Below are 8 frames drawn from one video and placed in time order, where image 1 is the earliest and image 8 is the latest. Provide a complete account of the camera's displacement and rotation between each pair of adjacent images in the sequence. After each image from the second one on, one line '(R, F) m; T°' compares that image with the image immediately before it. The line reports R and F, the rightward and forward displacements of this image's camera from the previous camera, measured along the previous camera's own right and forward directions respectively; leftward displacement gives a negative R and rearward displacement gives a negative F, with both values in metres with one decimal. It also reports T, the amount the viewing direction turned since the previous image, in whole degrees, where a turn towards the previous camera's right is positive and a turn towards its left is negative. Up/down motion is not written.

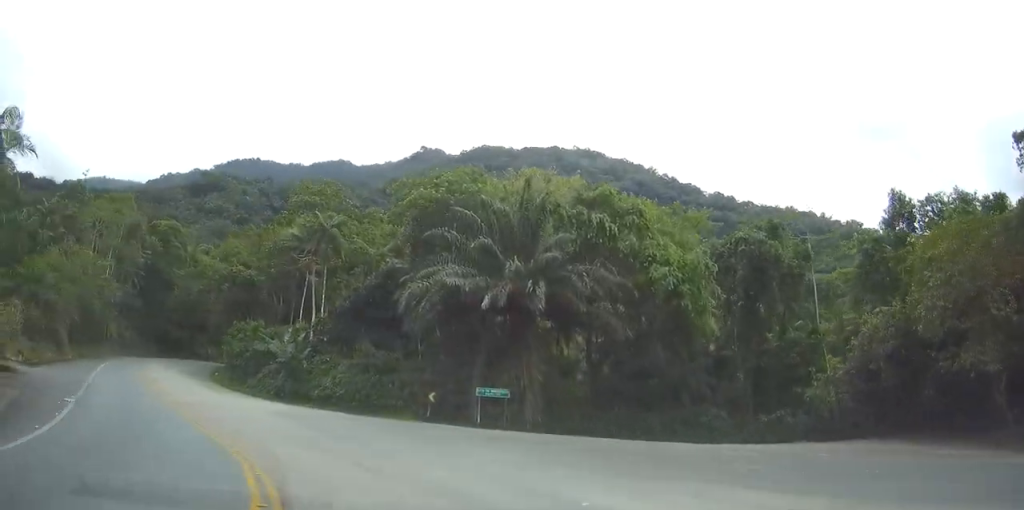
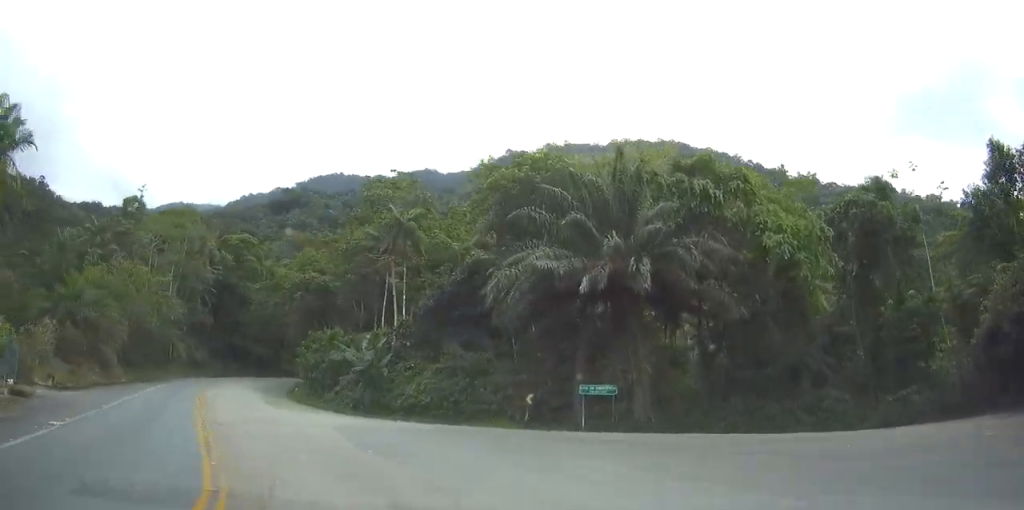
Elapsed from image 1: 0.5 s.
(-0.8, +4.6) m; -9°
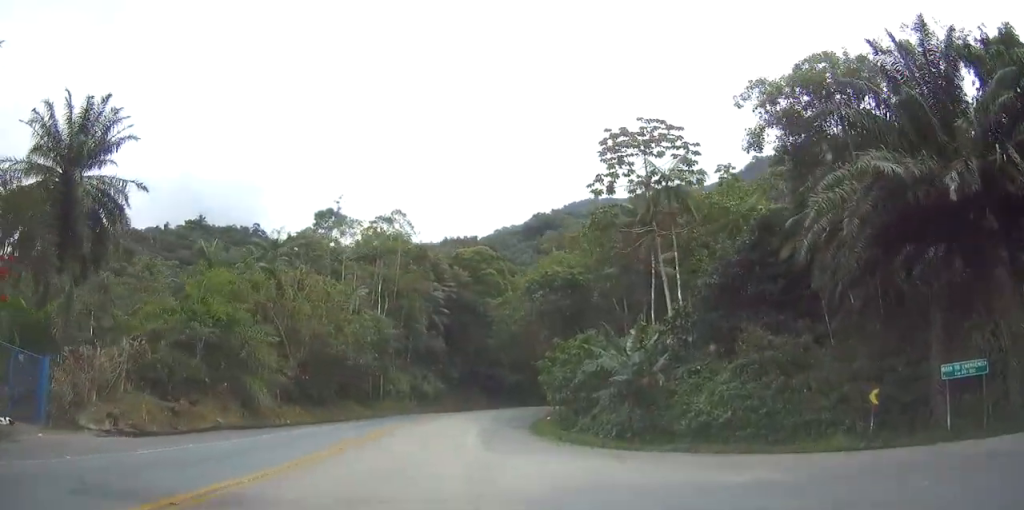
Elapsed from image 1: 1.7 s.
(-3.0, +13.0) m; -15°
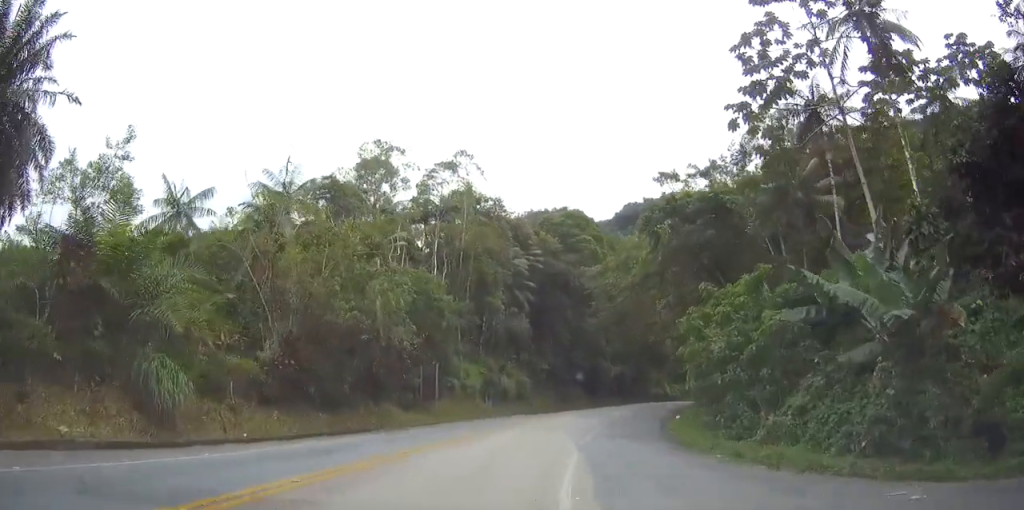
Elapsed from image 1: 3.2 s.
(-0.2, +16.1) m; +4°
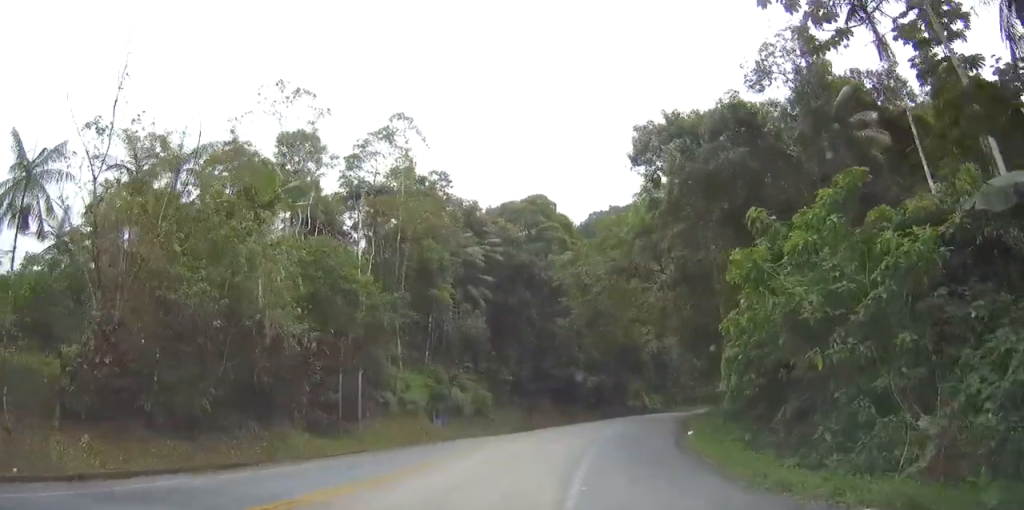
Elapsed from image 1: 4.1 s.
(+0.7, +9.8) m; +4°
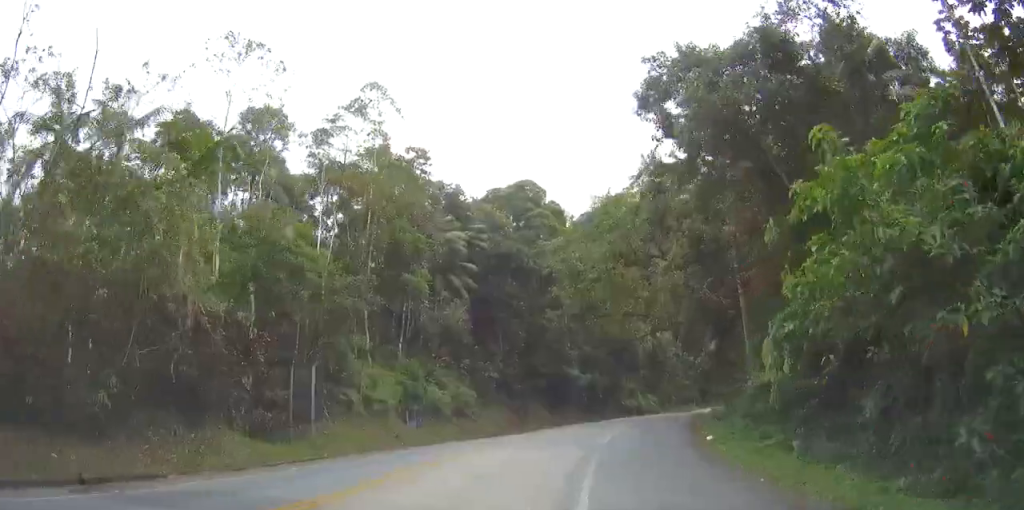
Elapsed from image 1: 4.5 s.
(0.0, +4.5) m; 0°
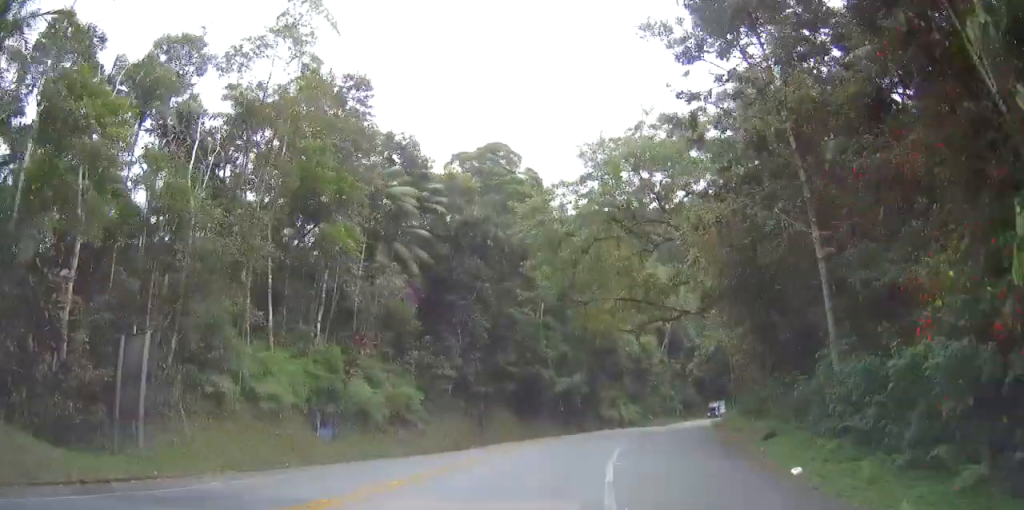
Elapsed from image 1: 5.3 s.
(0.0, +9.4) m; 0°
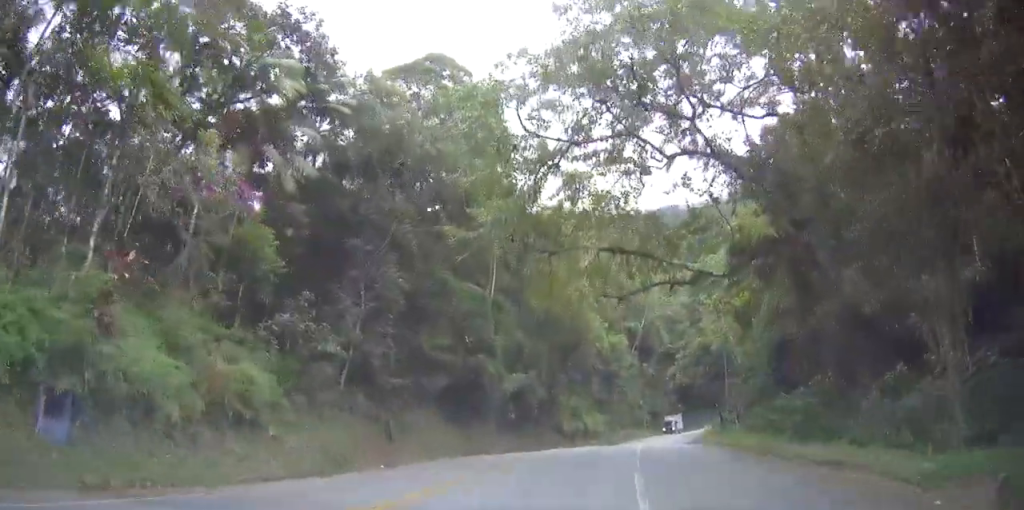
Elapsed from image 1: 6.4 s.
(0.0, +12.9) m; 0°
